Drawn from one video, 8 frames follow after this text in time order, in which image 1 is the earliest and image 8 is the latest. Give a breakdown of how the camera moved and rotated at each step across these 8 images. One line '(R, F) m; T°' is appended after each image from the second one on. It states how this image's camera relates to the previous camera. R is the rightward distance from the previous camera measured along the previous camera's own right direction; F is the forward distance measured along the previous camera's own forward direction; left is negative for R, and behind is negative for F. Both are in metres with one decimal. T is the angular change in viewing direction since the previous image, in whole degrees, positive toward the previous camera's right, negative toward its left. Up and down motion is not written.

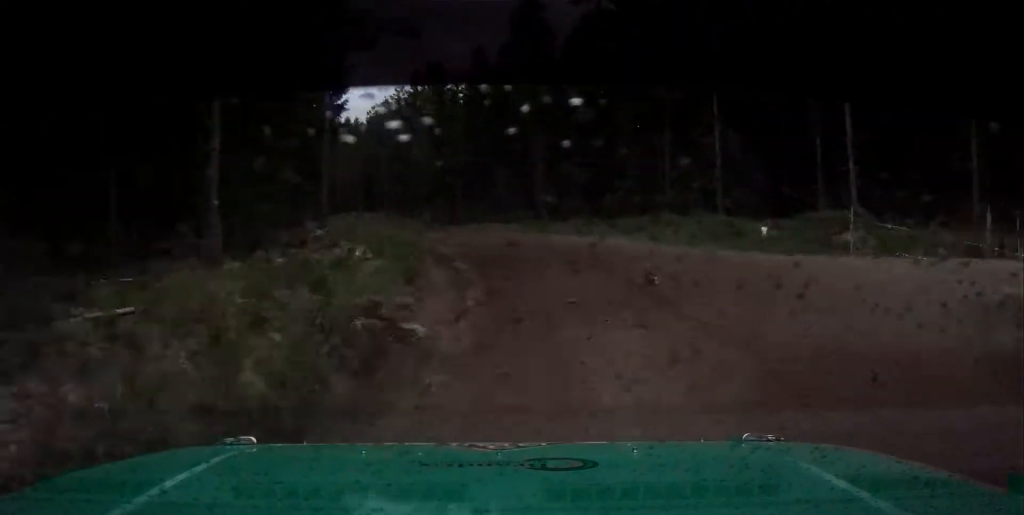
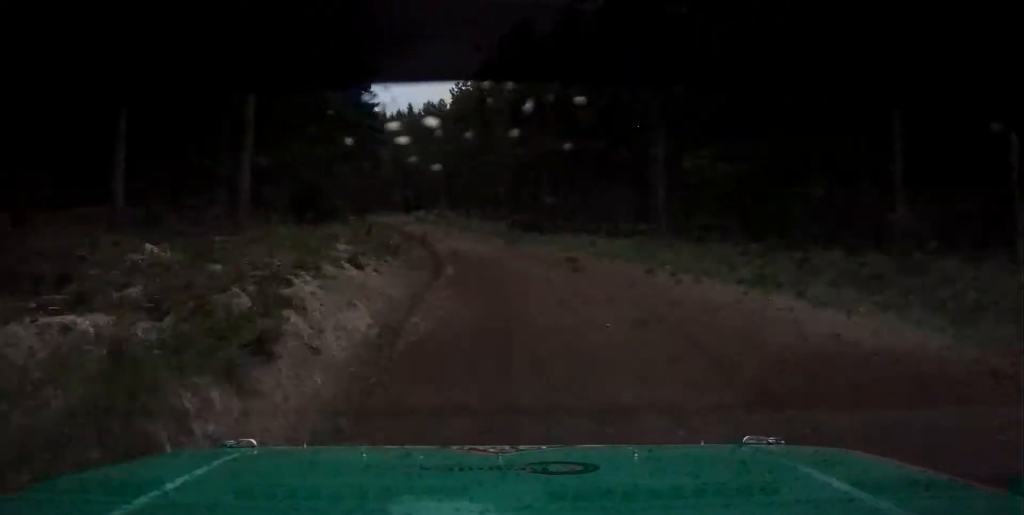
(-0.5, +17.0) m; -6°
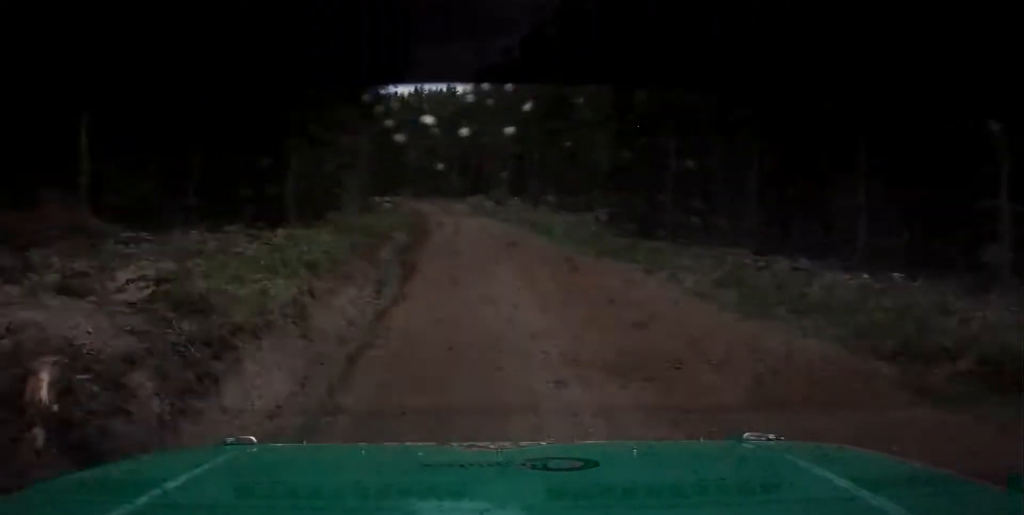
(-1.6, +22.0) m; -9°
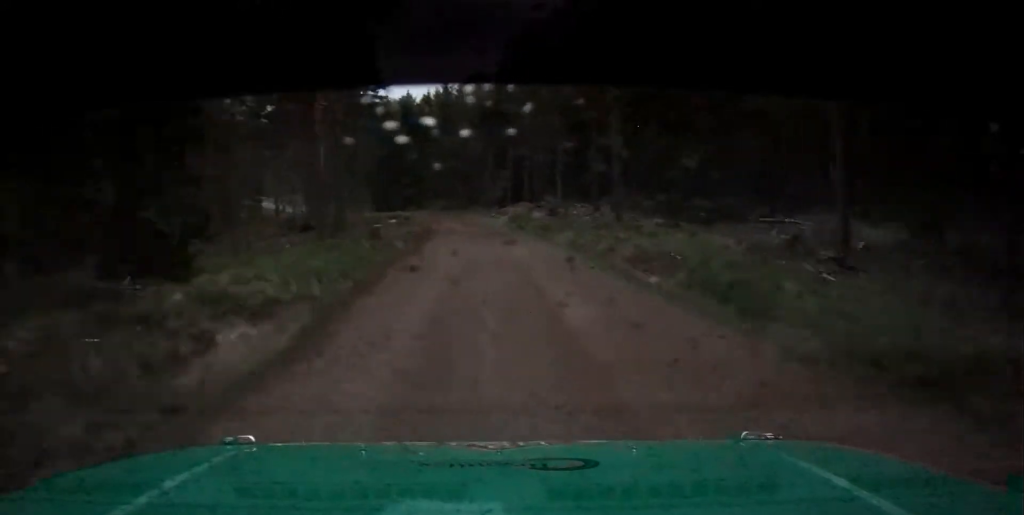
(-1.6, +23.6) m; -7°
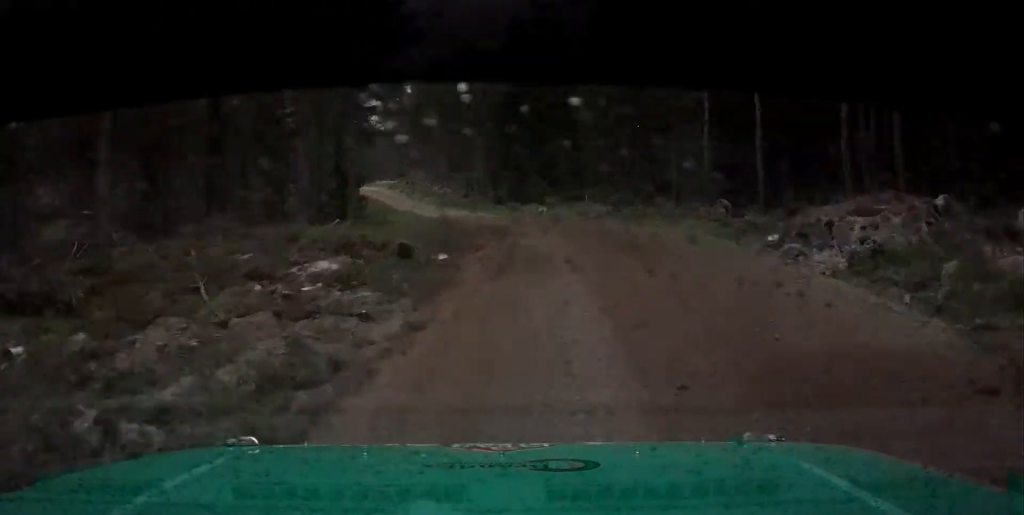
(-3.8, +41.6) m; -10°
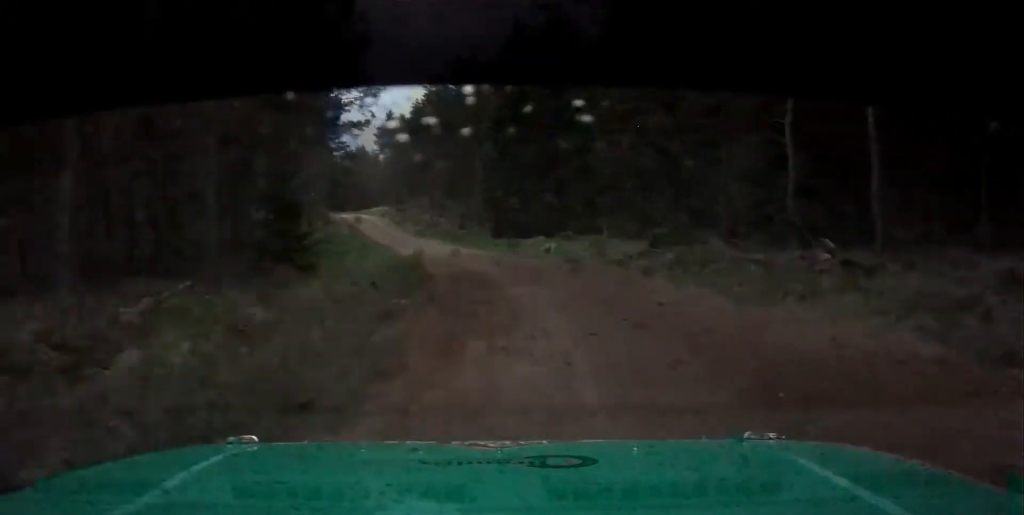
(-0.1, +11.1) m; -3°
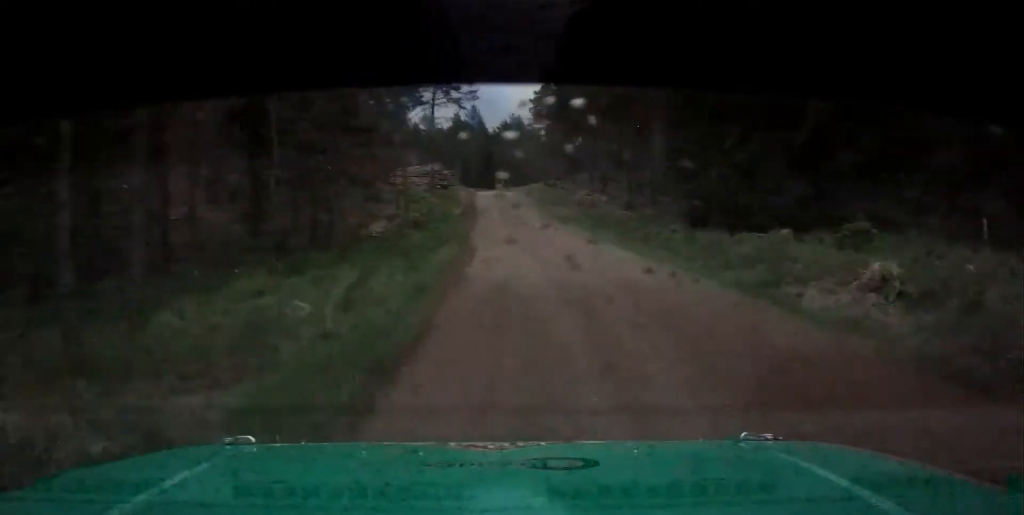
(-1.6, +26.4) m; -7°
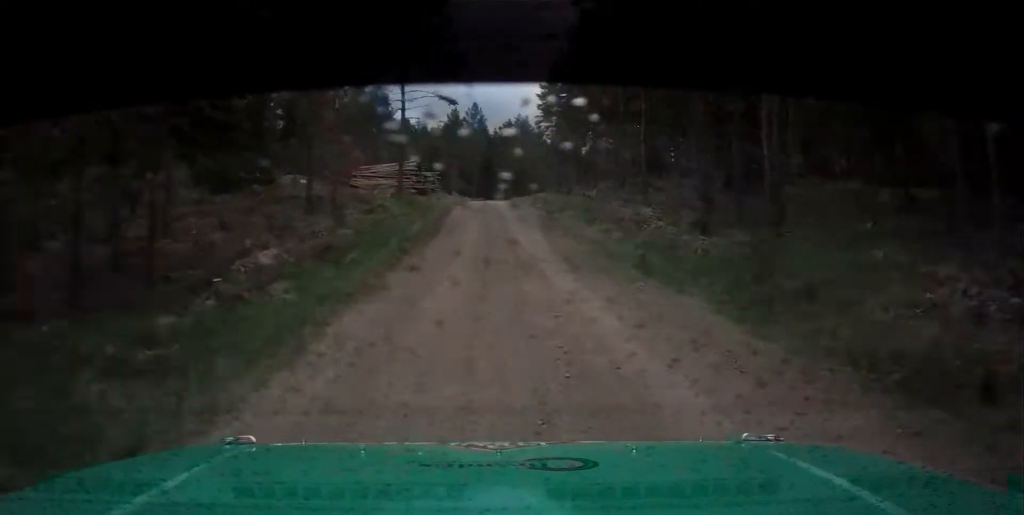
(-1.0, +19.7) m; -3°
